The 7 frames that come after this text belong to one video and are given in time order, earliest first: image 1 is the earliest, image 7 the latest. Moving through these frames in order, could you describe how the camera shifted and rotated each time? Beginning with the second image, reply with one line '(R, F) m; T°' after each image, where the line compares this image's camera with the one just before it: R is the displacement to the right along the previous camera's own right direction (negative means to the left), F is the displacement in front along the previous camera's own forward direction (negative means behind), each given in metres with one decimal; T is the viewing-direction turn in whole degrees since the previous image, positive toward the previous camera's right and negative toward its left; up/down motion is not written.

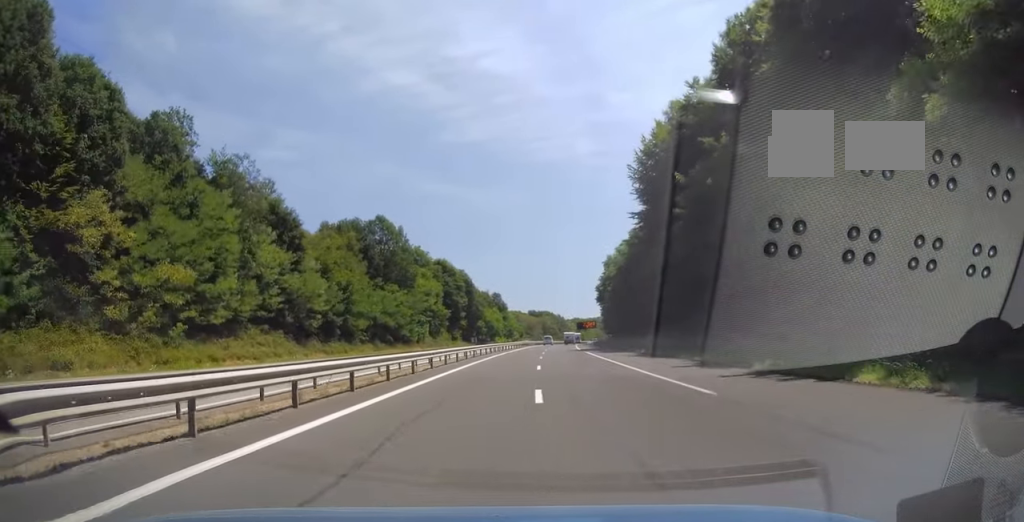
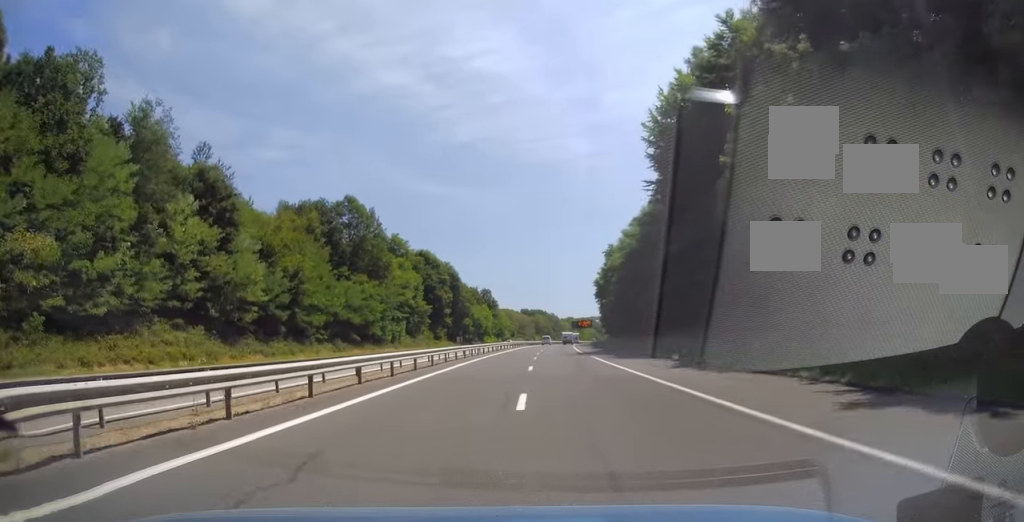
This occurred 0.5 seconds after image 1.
(-0.1, +14.0) m; +1°
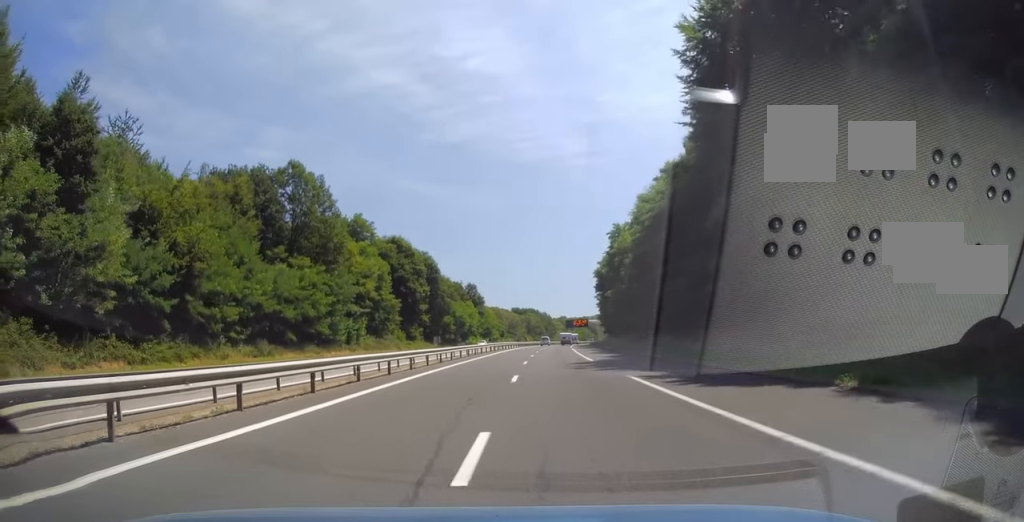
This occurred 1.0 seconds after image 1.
(+0.2, +18.7) m; +1°
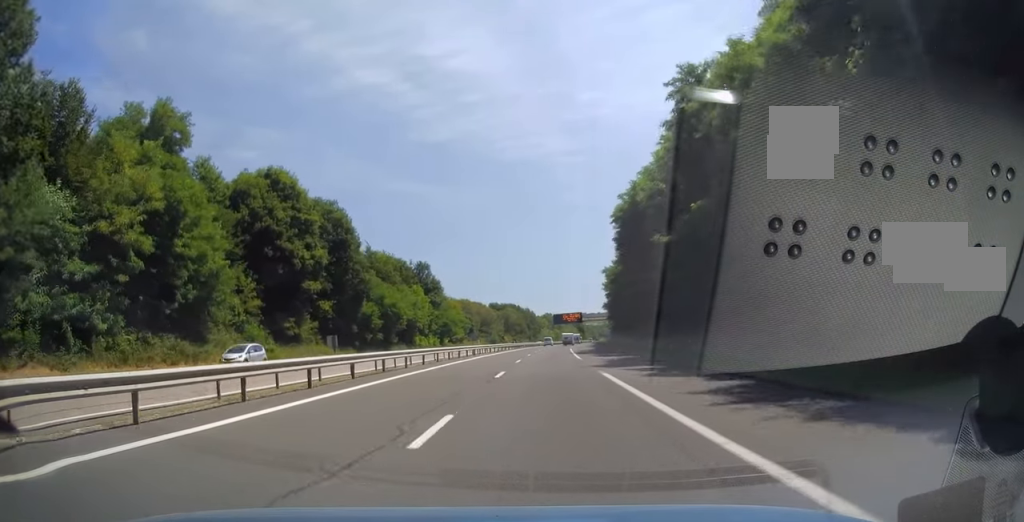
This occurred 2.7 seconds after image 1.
(+1.0, +50.0) m; +2°
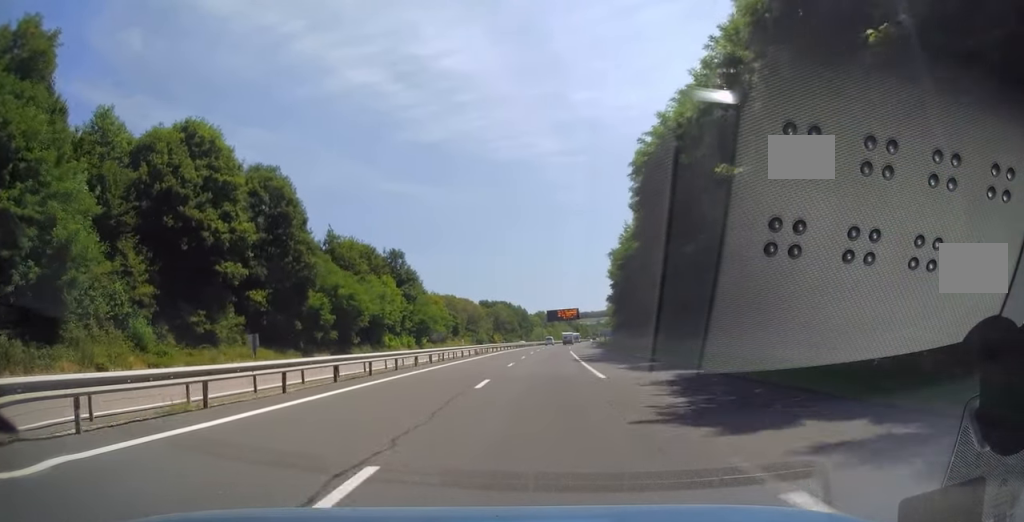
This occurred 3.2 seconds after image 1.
(+0.2, +17.2) m; 0°
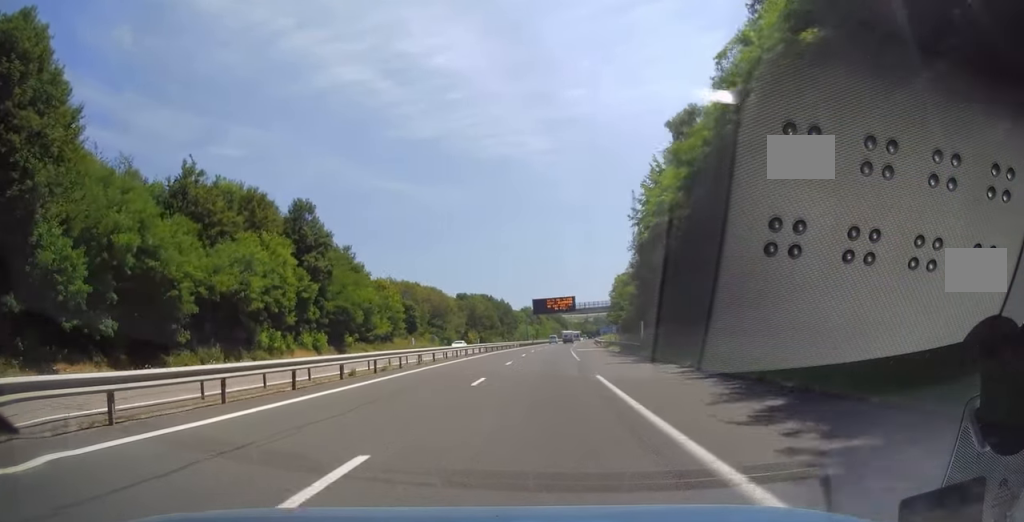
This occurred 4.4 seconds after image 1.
(+0.3, +38.6) m; +1°
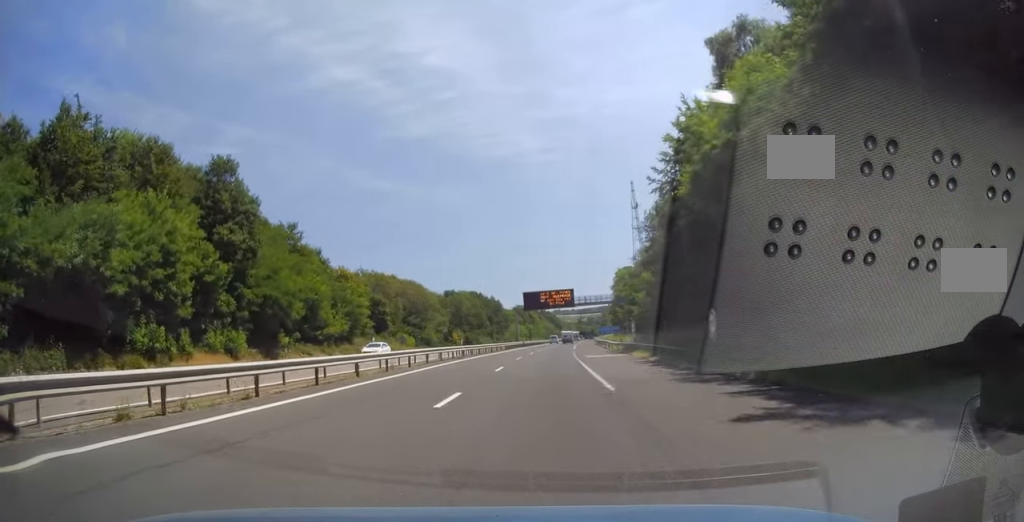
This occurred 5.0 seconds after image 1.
(+0.1, +18.3) m; +1°
